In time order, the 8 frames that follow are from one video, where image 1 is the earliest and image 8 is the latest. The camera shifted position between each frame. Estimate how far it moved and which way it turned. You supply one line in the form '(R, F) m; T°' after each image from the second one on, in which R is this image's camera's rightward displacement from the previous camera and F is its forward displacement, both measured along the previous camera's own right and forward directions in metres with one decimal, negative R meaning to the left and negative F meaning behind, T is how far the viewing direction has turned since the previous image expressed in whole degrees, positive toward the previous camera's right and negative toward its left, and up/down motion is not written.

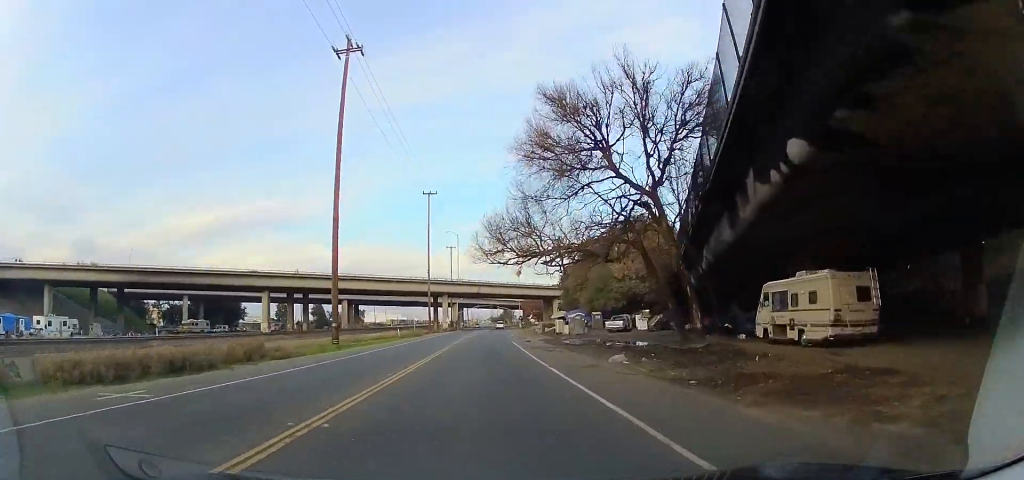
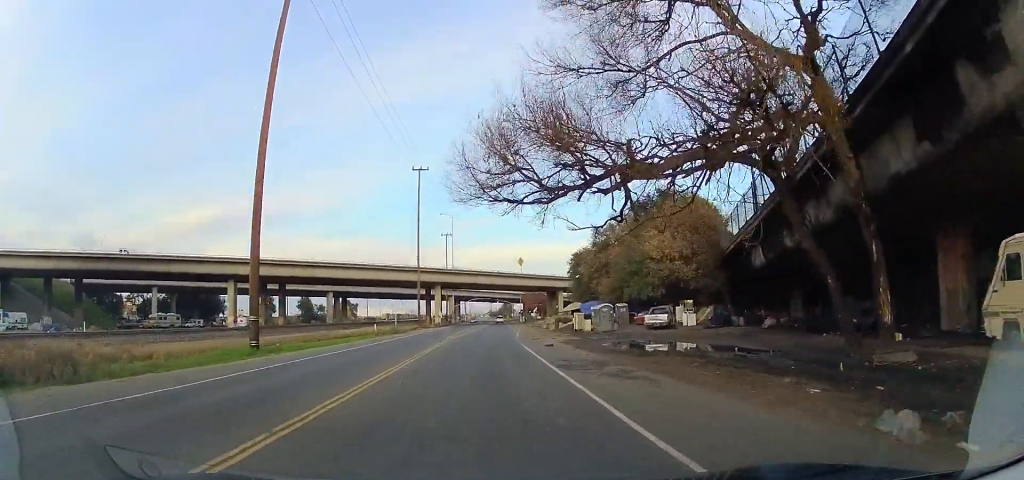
(-0.3, +14.4) m; -4°
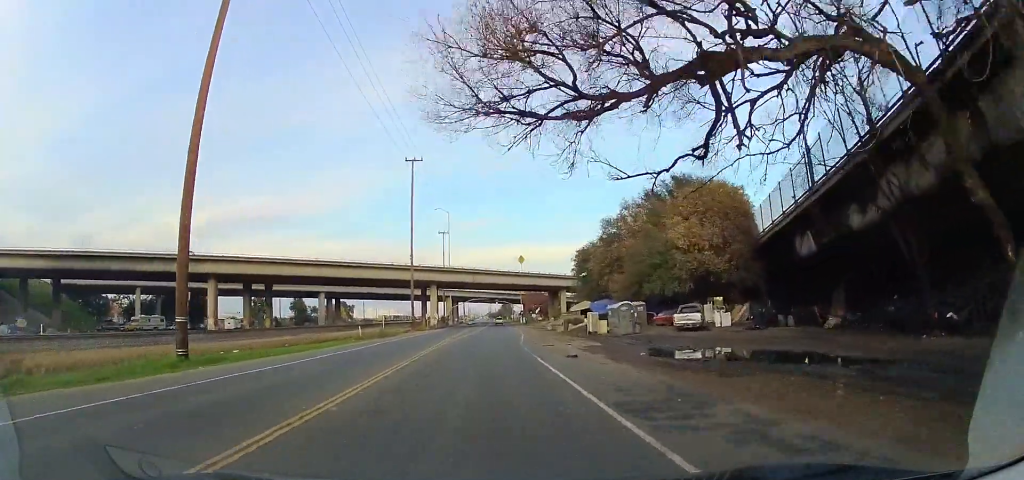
(-0.5, +6.9) m; -1°
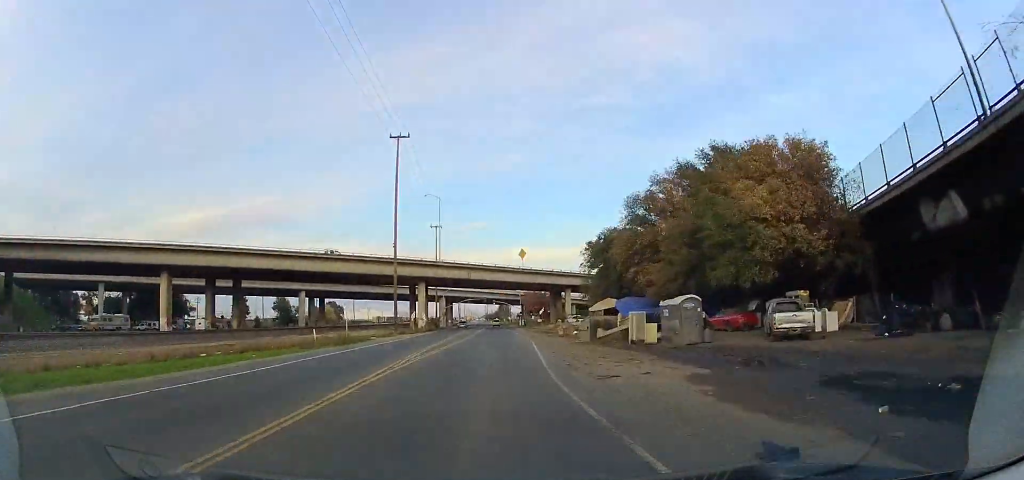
(0.0, +13.1) m; +2°
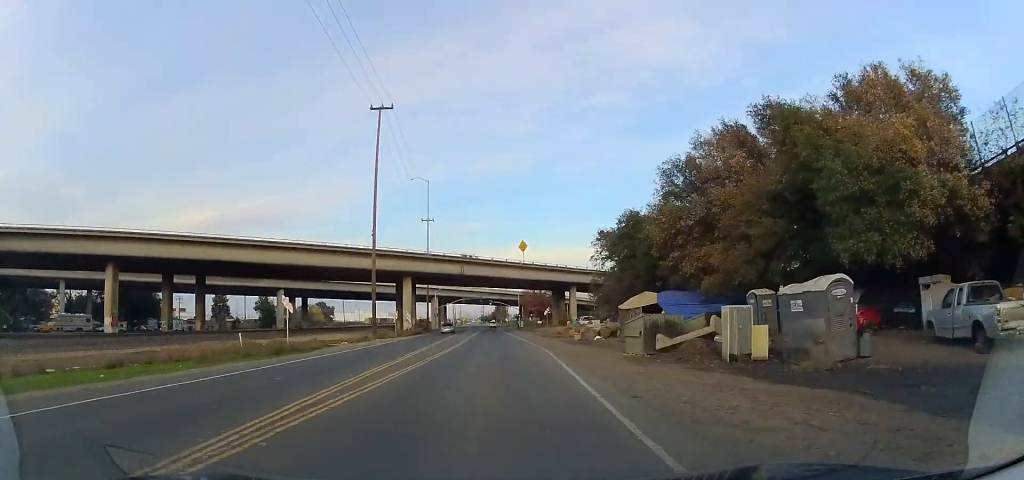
(+0.5, +11.9) m; +4°
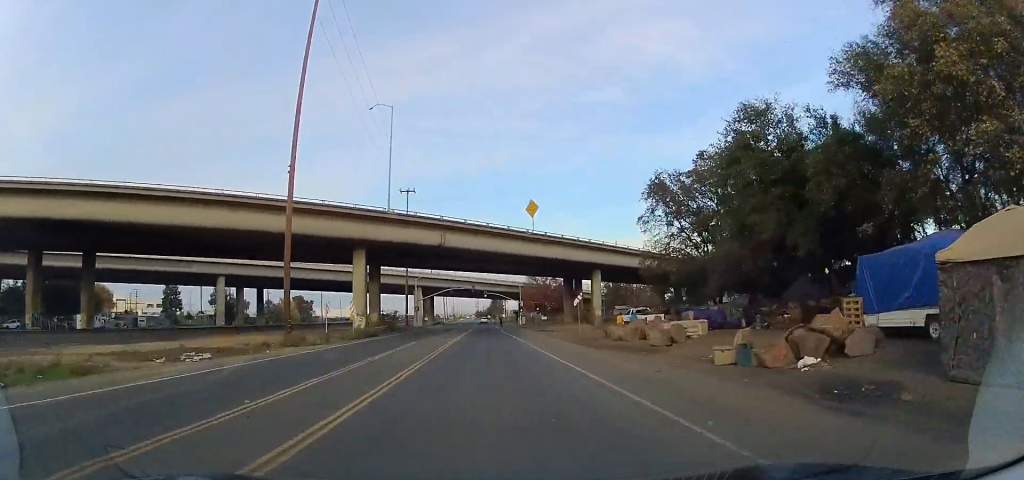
(+1.2, +26.3) m; +2°
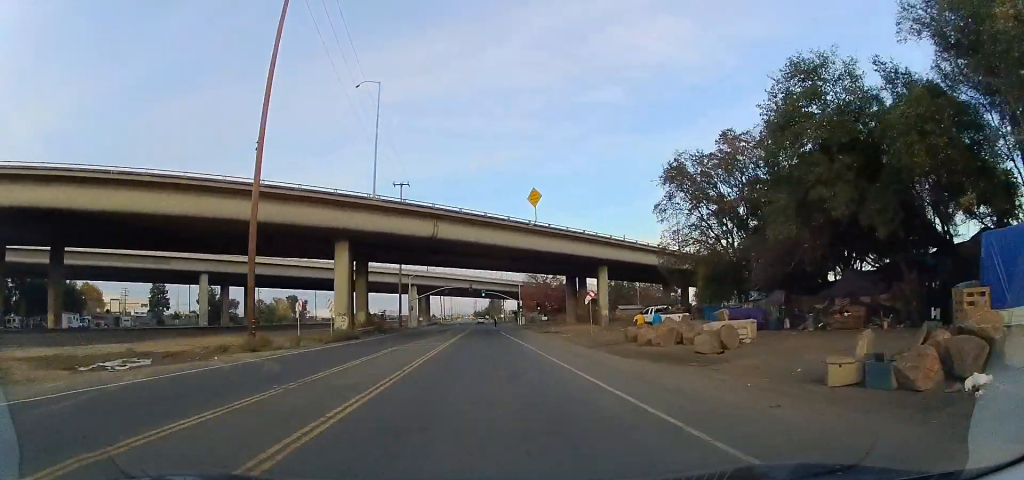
(-0.1, +5.6) m; -1°
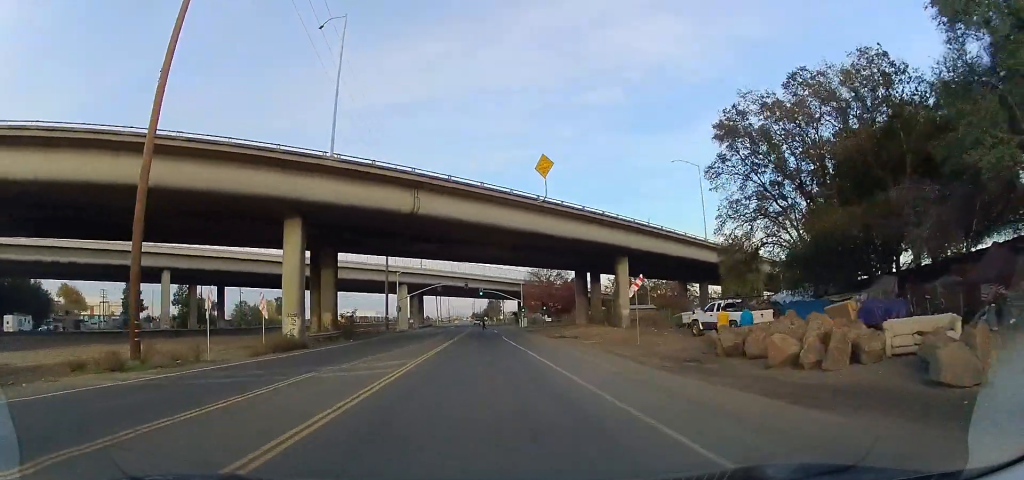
(-0.1, +11.5) m; -1°
